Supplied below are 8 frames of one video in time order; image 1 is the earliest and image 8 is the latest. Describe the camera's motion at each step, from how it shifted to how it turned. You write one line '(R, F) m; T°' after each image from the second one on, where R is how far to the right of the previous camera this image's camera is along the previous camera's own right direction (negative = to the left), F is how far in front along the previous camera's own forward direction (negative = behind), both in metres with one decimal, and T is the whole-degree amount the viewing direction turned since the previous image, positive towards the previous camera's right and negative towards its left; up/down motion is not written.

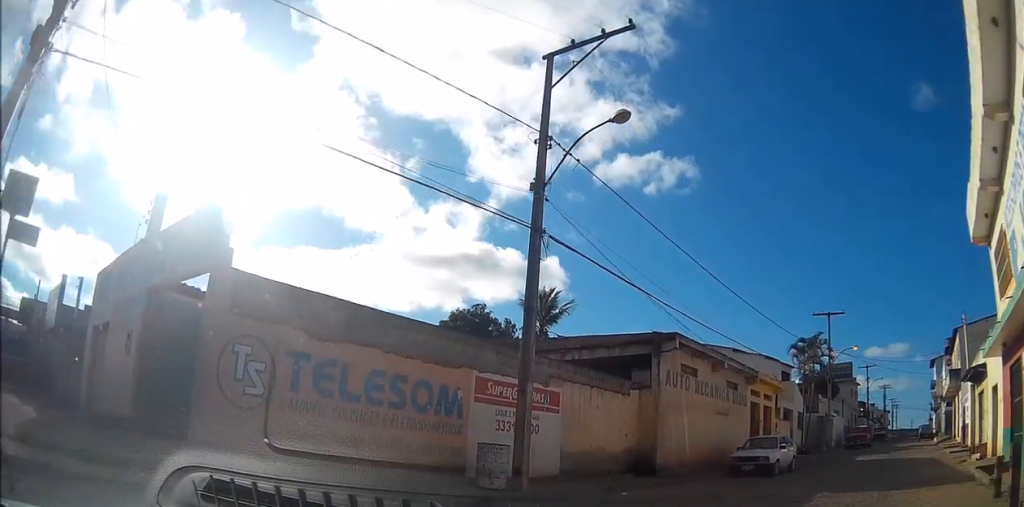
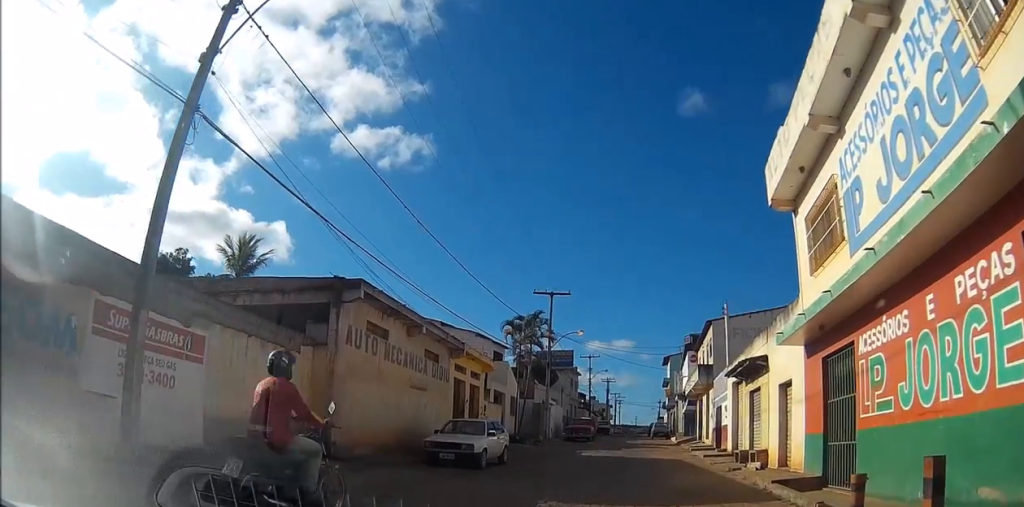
(+0.7, +3.5) m; +31°
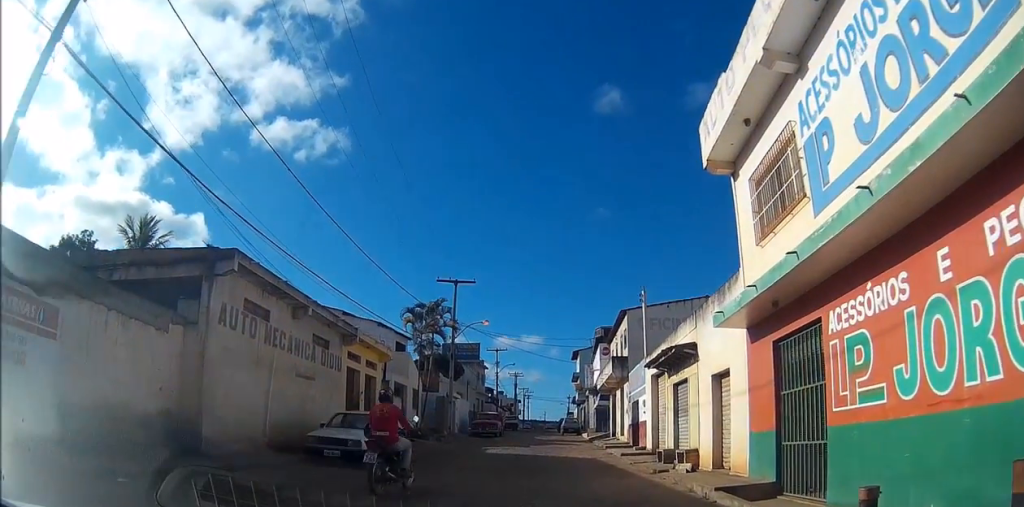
(+0.4, +2.0) m; +15°
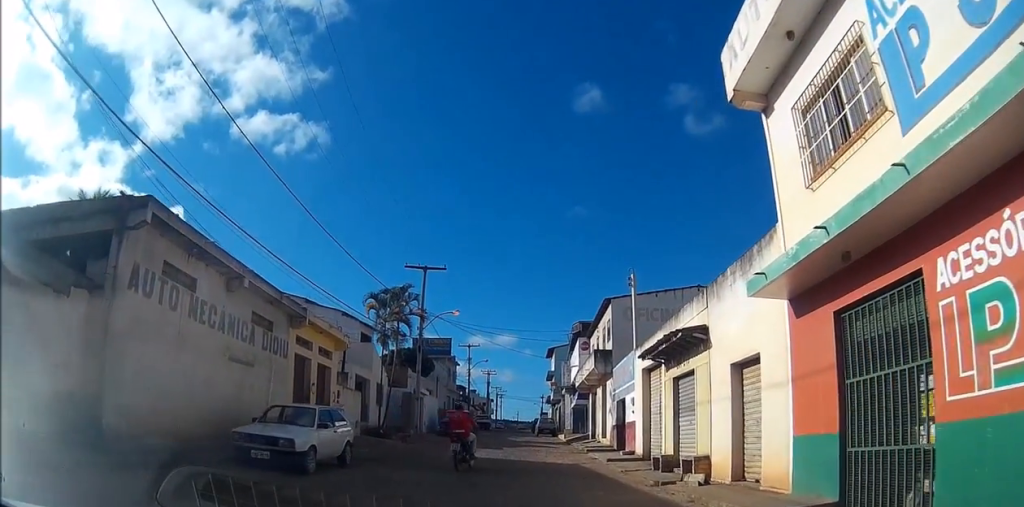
(+0.2, +2.3) m; +5°
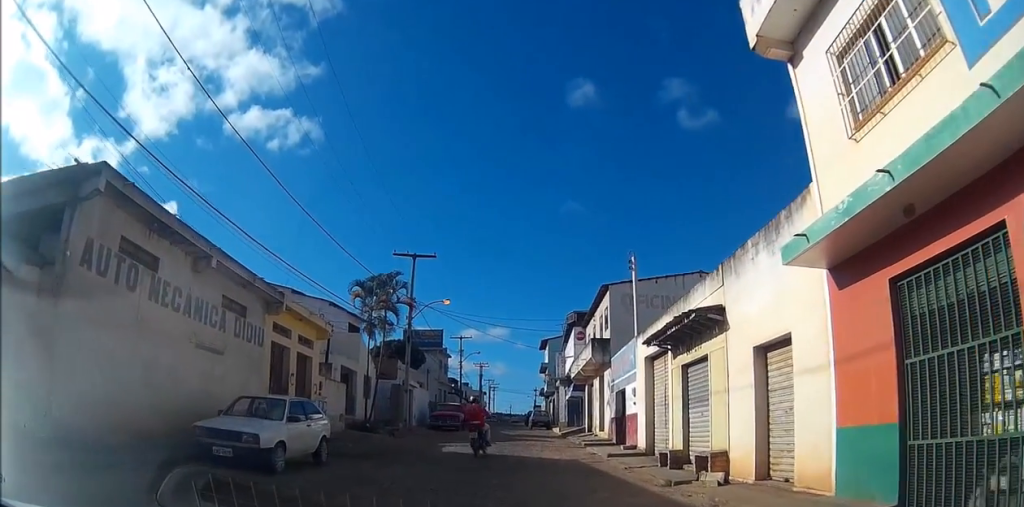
(0.0, +1.0) m; 0°
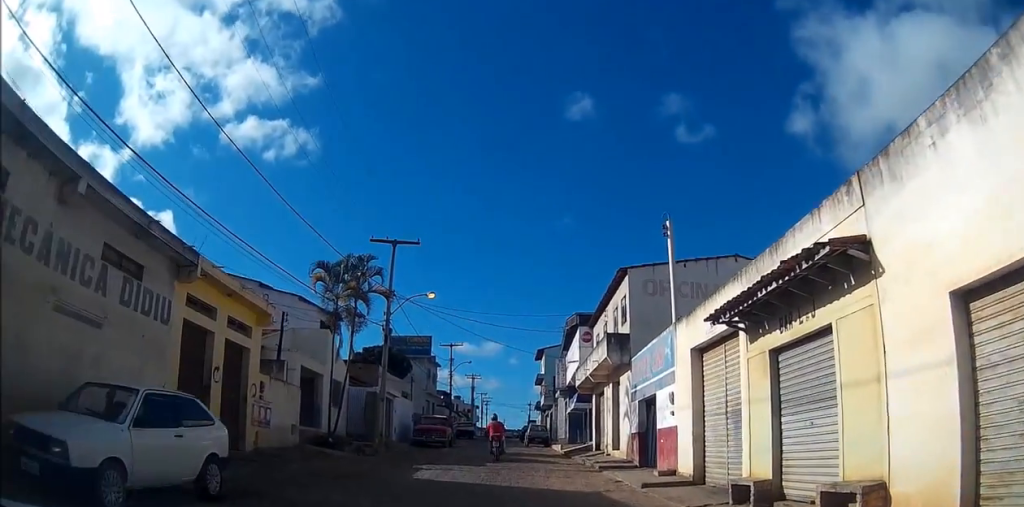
(0.0, +3.5) m; -6°
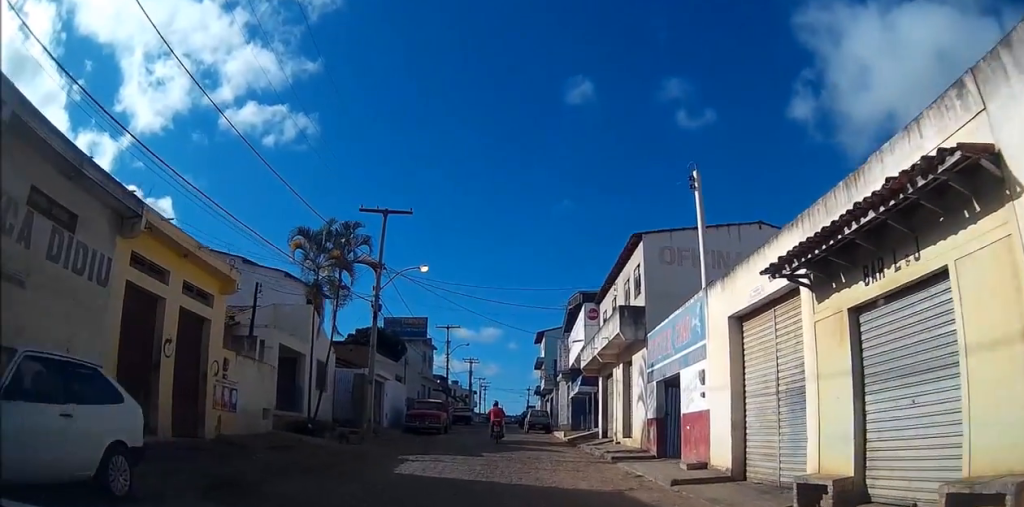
(-0.1, +1.9) m; +1°
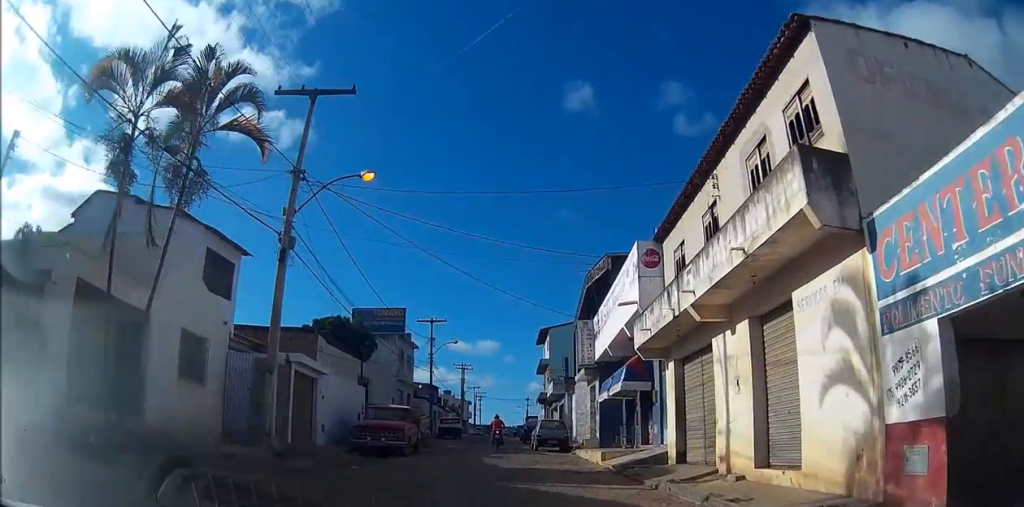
(+0.3, +9.7) m; +2°
